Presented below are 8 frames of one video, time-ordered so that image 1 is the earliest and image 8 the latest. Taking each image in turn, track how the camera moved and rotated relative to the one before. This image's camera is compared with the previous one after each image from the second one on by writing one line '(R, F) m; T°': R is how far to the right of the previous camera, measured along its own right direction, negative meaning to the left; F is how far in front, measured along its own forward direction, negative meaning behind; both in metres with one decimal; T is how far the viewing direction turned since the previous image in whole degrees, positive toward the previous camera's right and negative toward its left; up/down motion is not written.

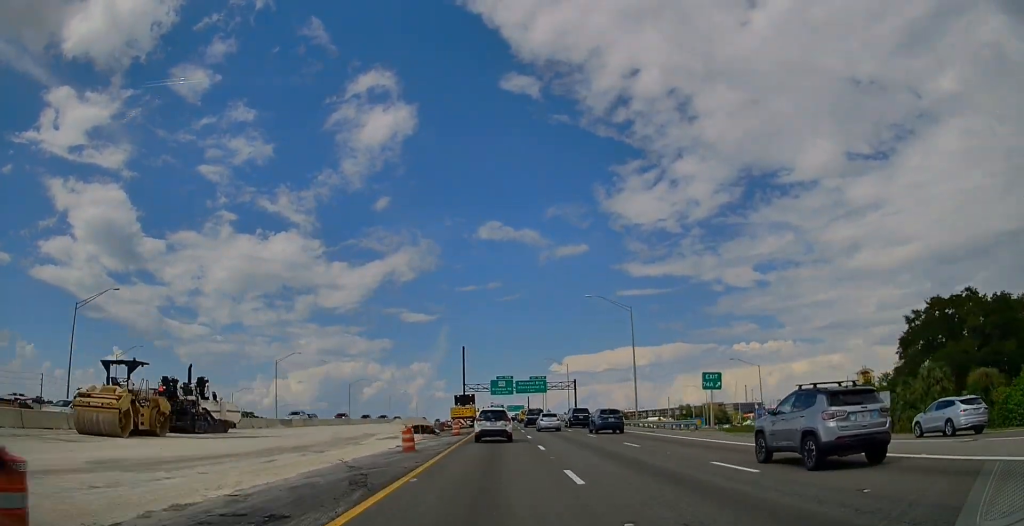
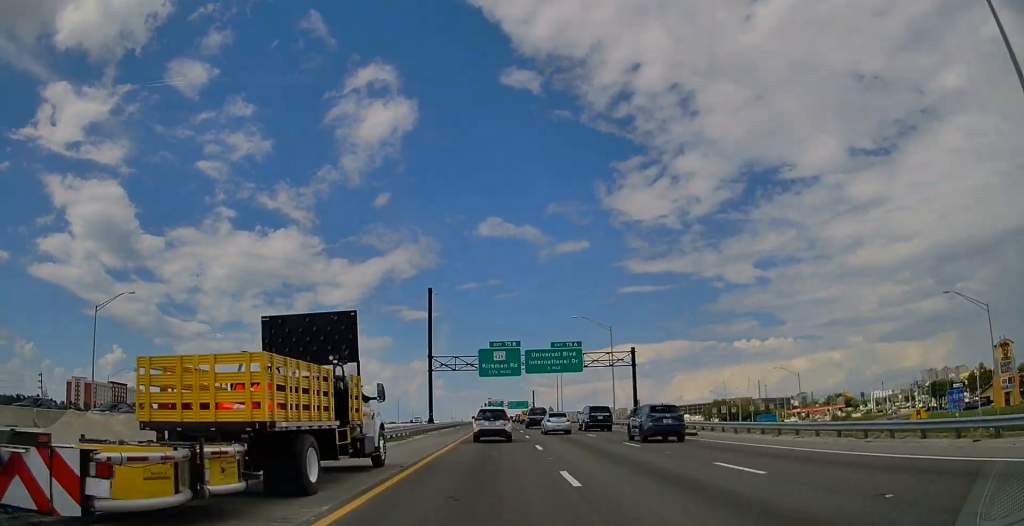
(-0.1, +61.3) m; 0°
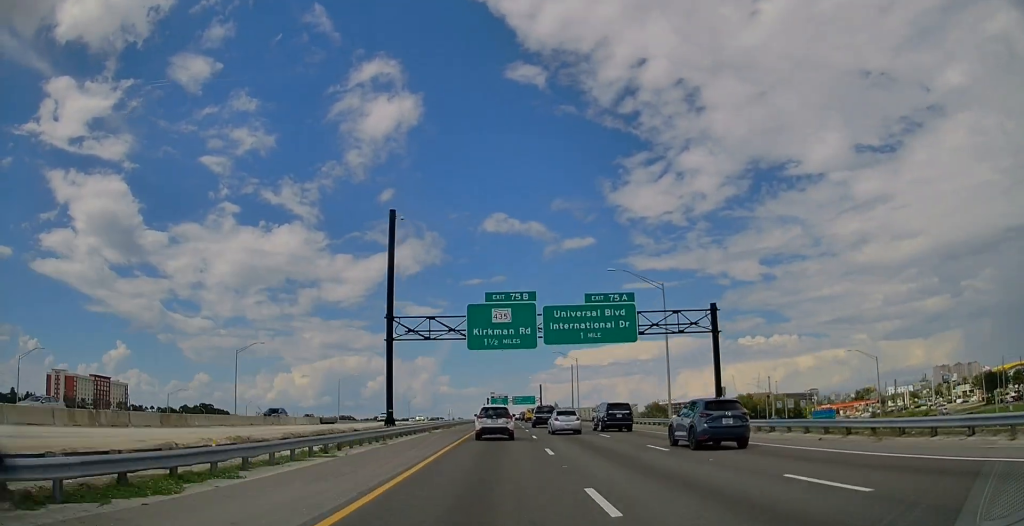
(+0.1, +28.3) m; 0°
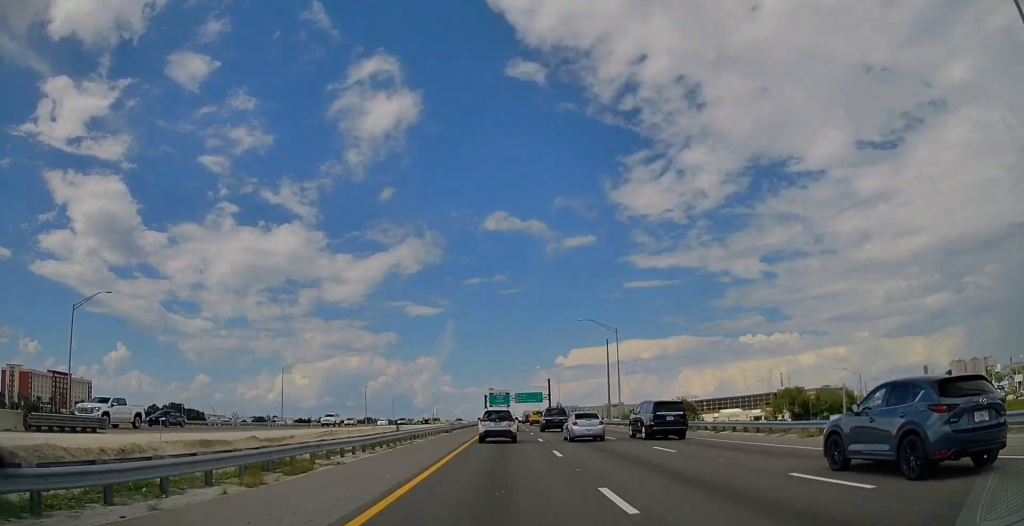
(-0.4, +48.3) m; 0°
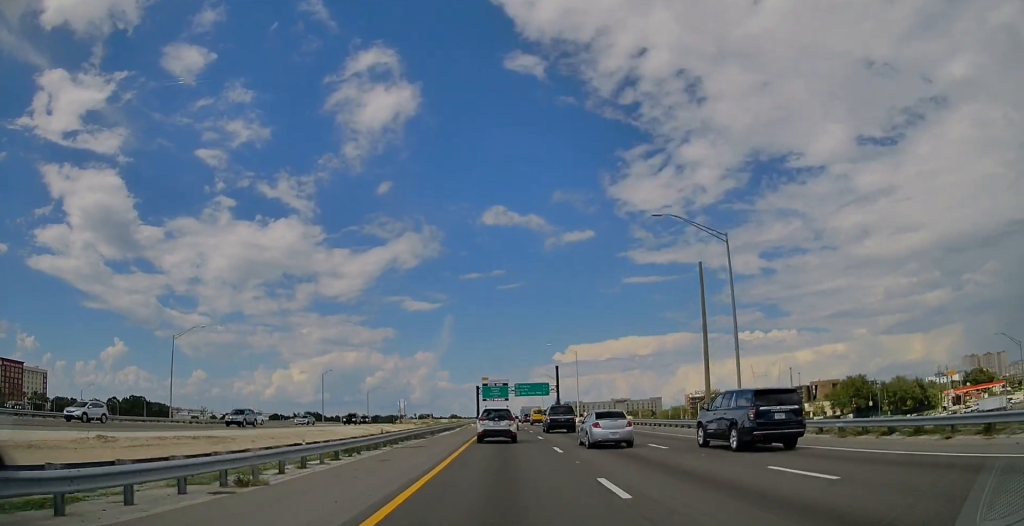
(+0.3, +47.0) m; 0°
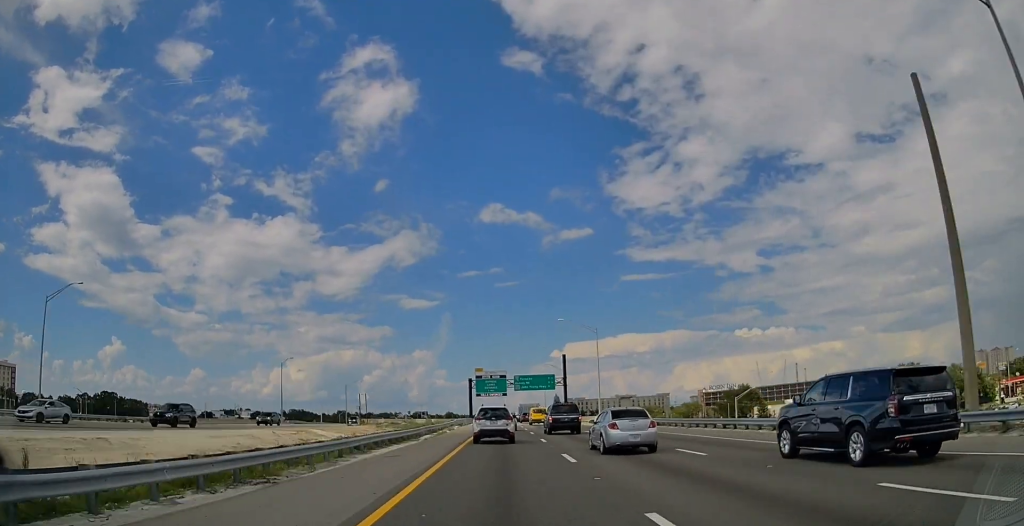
(0.0, +28.9) m; 0°
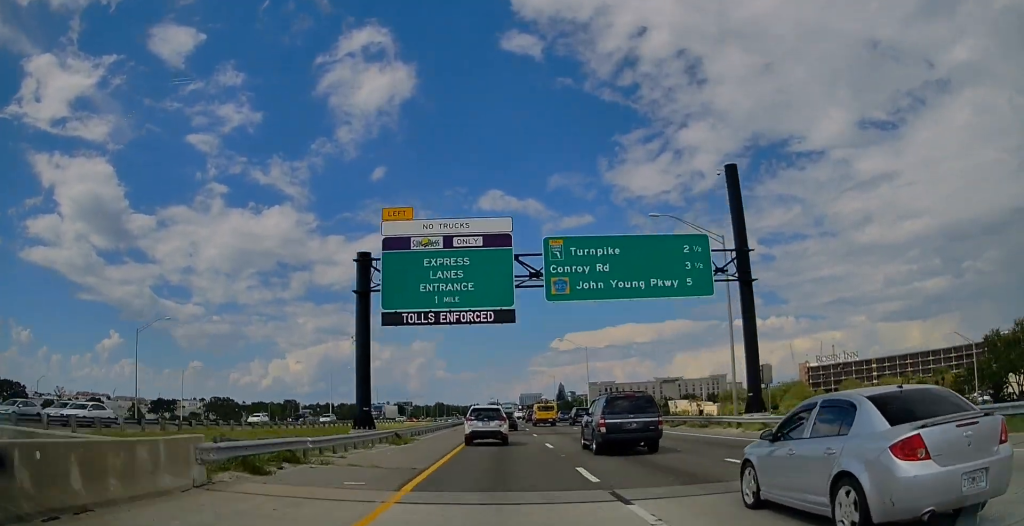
(0.0, +122.3) m; 0°
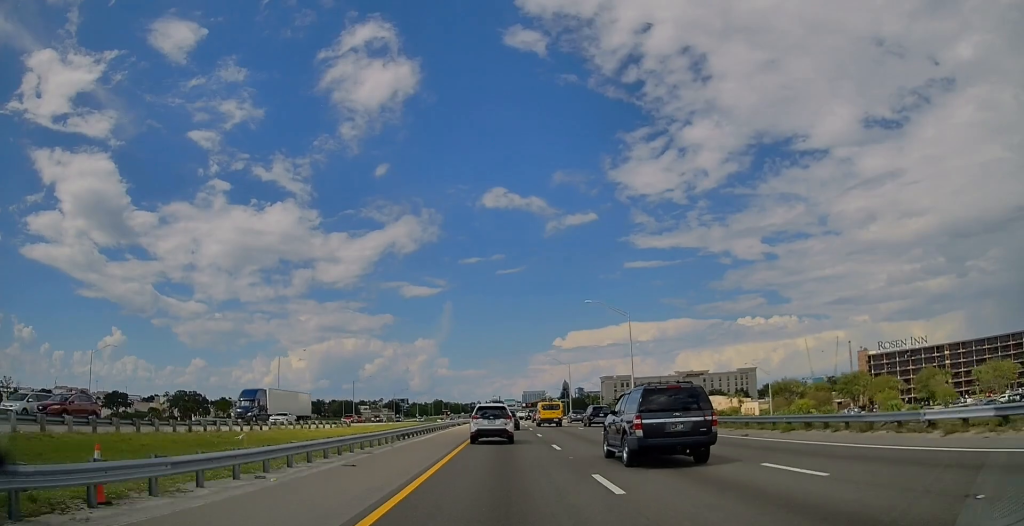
(0.0, +39.2) m; 0°
